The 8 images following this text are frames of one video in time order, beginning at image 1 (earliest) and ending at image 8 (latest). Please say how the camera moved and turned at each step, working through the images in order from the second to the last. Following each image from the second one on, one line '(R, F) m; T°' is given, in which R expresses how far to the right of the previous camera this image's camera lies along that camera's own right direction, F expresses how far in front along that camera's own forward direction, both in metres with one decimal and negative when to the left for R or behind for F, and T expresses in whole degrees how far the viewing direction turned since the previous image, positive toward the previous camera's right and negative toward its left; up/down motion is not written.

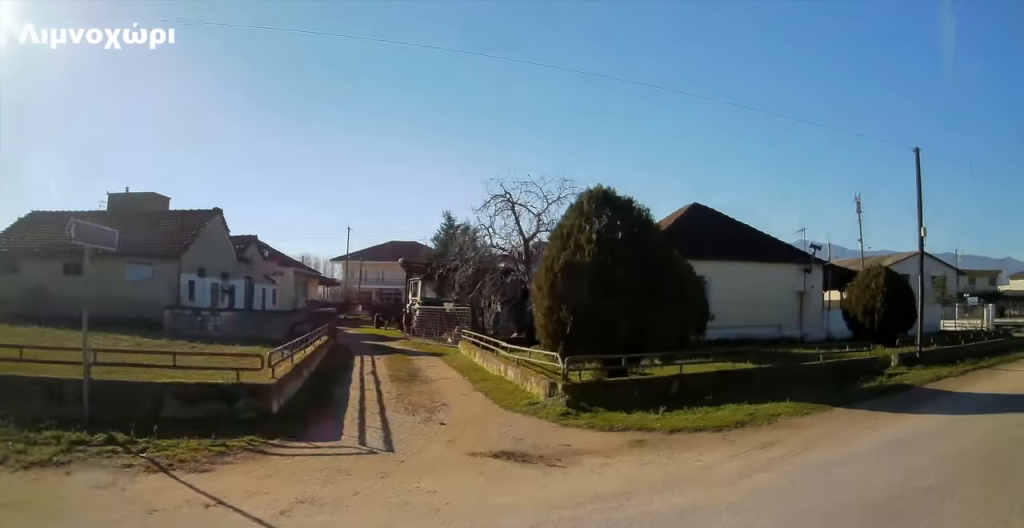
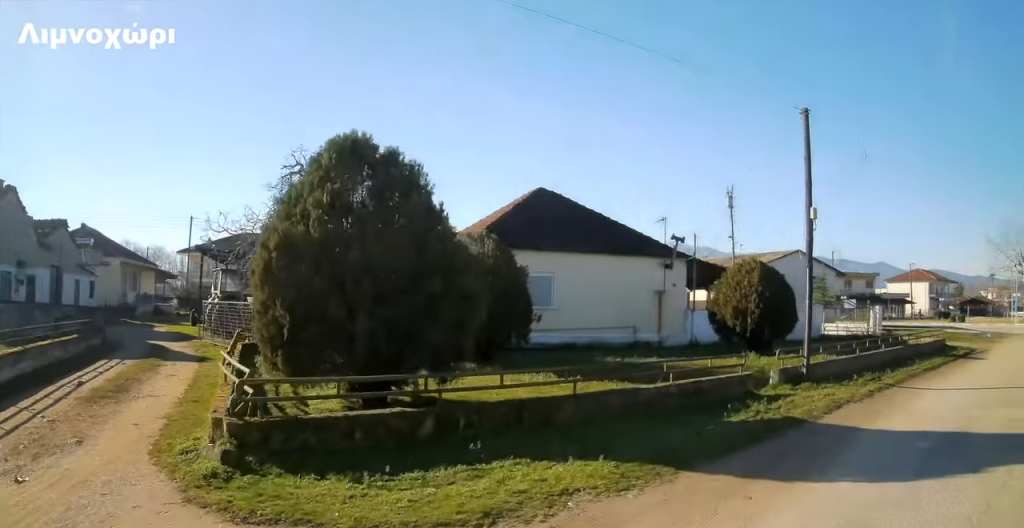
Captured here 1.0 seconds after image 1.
(0.0, +3.9) m; +1°
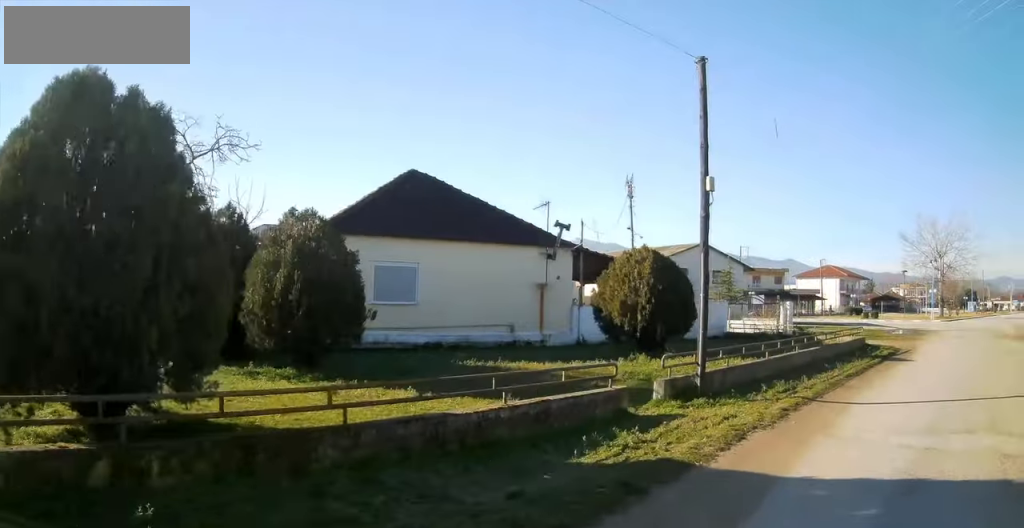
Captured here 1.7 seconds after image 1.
(0.0, +2.7) m; +5°
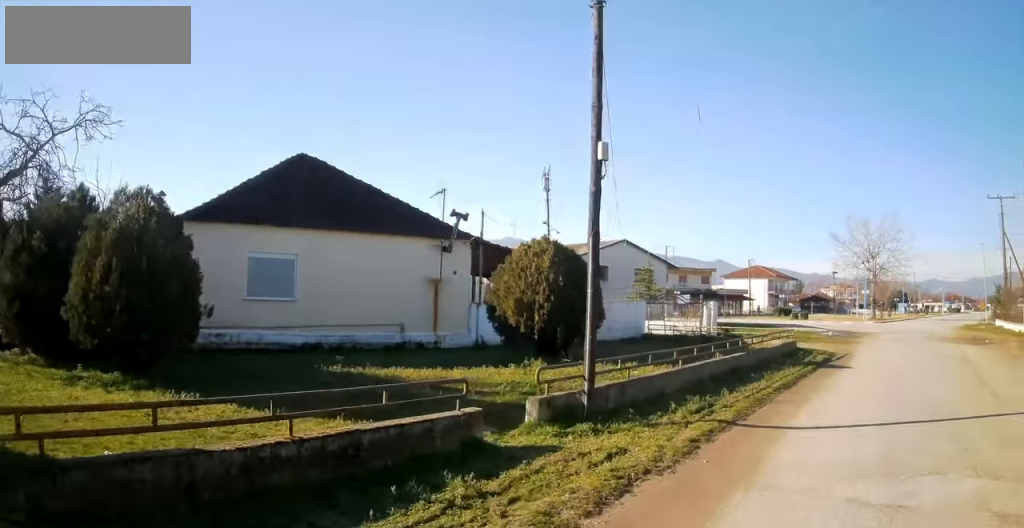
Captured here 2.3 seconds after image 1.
(+0.1, +2.0) m; +8°
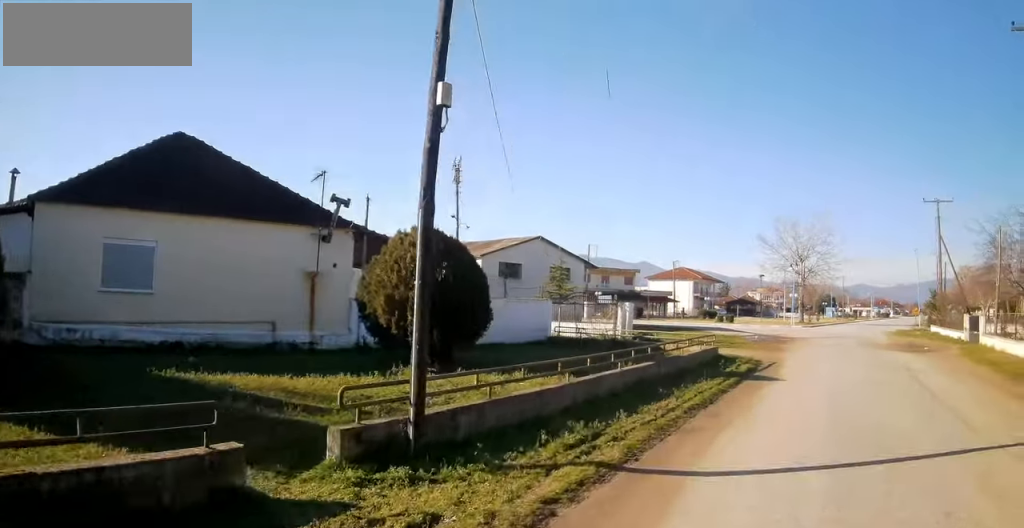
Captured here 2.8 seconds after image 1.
(0.0, +2.1) m; +10°
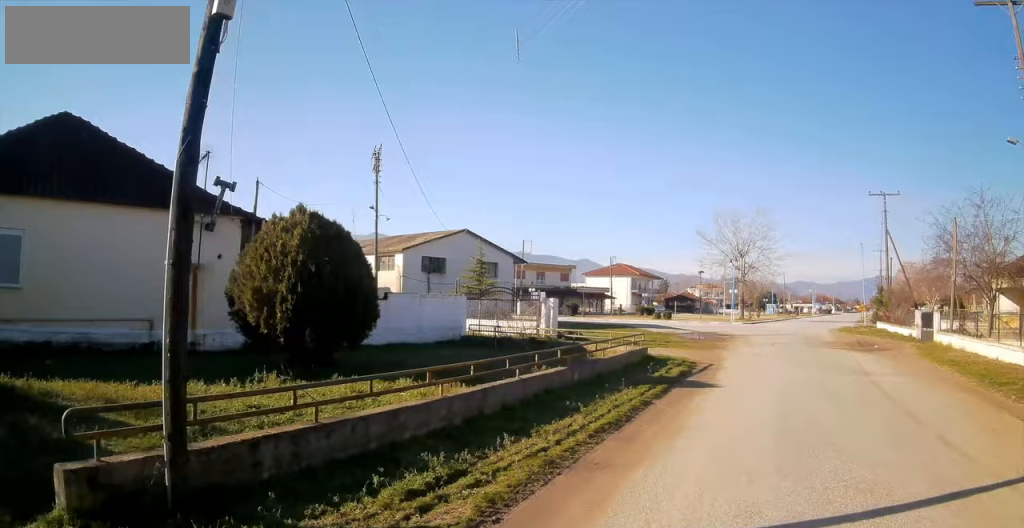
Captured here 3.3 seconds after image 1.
(+0.3, +1.6) m; +7°
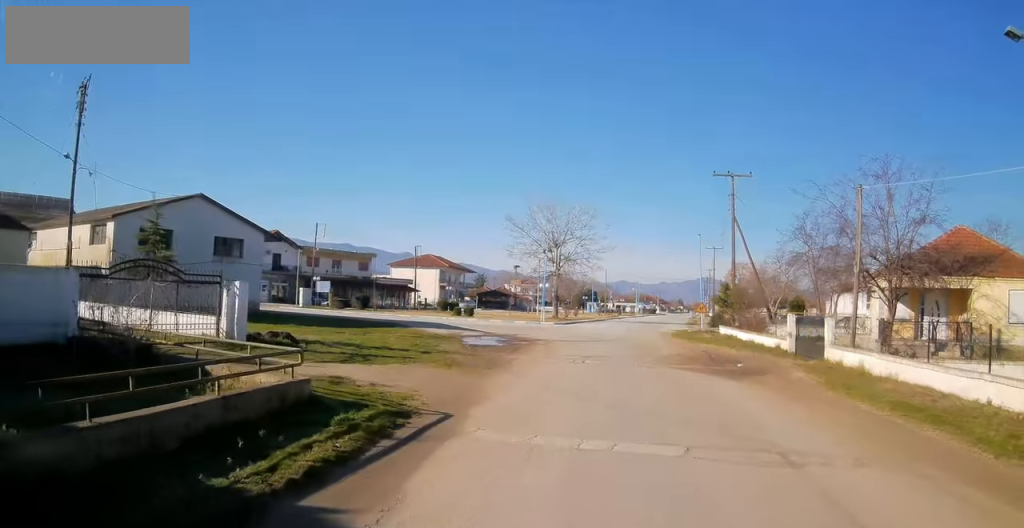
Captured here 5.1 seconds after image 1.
(+1.0, +7.5) m; +4°
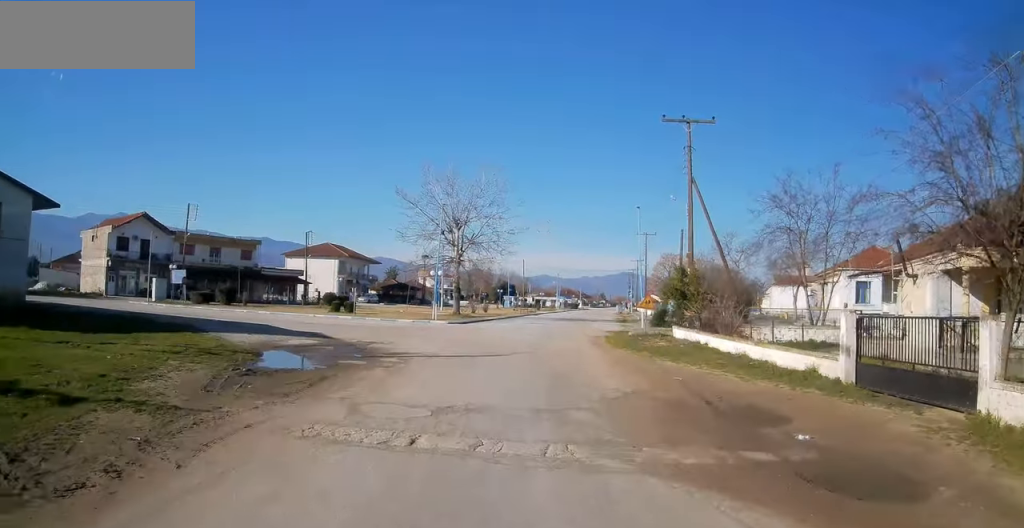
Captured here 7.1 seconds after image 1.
(-0.2, +11.5) m; +6°
